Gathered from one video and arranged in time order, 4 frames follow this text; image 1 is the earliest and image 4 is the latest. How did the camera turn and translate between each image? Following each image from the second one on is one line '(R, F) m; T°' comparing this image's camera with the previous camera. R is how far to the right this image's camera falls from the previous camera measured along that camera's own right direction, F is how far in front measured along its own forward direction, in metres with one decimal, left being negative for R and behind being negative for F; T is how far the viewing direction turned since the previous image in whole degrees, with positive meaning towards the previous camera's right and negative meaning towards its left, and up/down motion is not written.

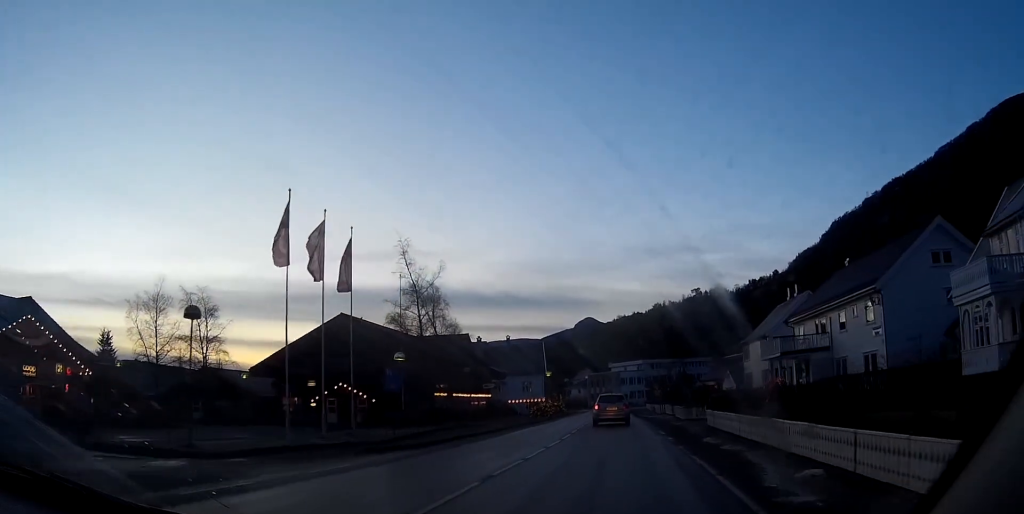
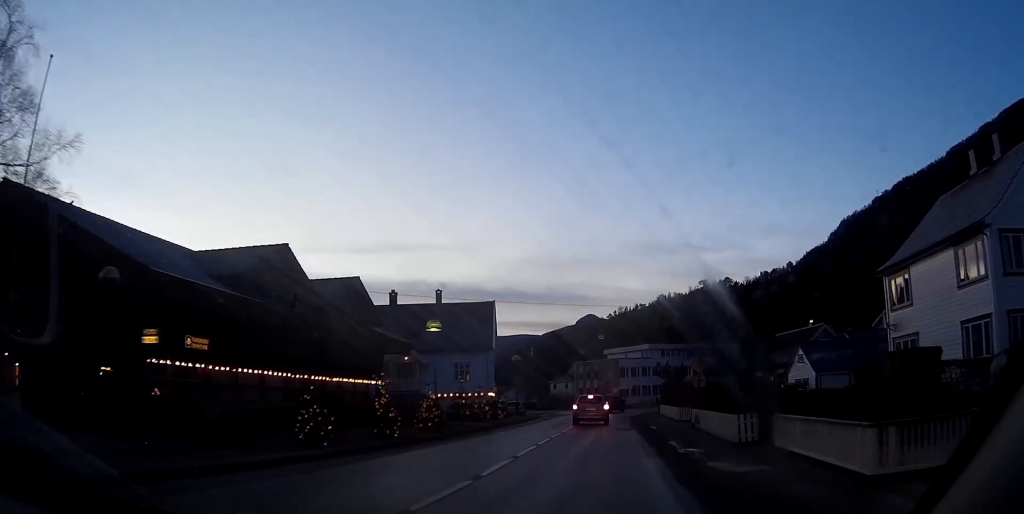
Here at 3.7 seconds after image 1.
(-0.8, +39.8) m; 0°
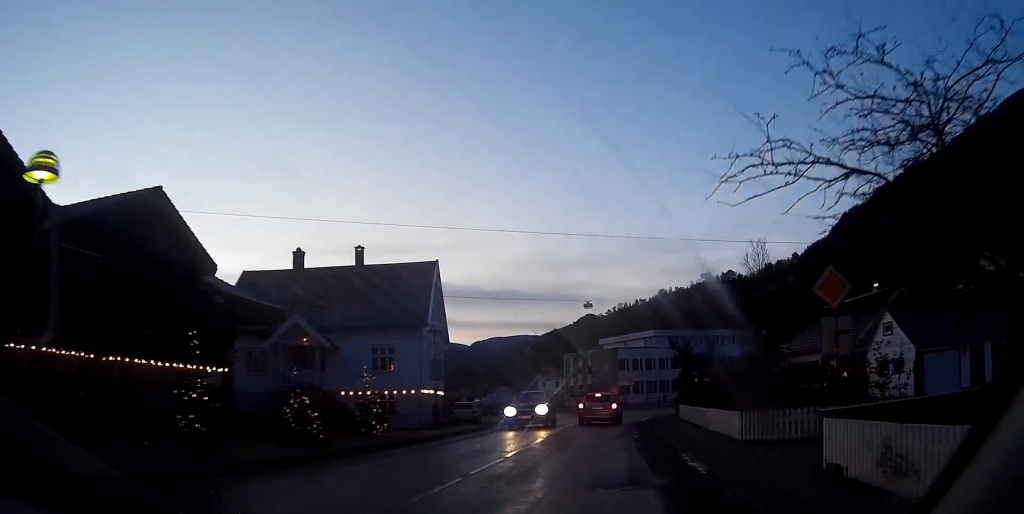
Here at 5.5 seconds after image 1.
(+0.1, +19.5) m; 0°
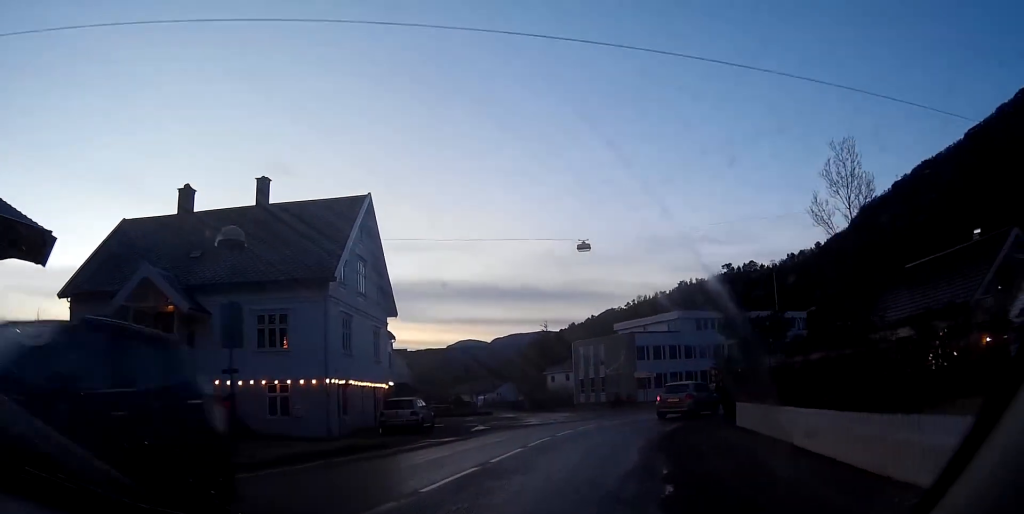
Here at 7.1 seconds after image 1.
(0.0, +14.9) m; -1°
